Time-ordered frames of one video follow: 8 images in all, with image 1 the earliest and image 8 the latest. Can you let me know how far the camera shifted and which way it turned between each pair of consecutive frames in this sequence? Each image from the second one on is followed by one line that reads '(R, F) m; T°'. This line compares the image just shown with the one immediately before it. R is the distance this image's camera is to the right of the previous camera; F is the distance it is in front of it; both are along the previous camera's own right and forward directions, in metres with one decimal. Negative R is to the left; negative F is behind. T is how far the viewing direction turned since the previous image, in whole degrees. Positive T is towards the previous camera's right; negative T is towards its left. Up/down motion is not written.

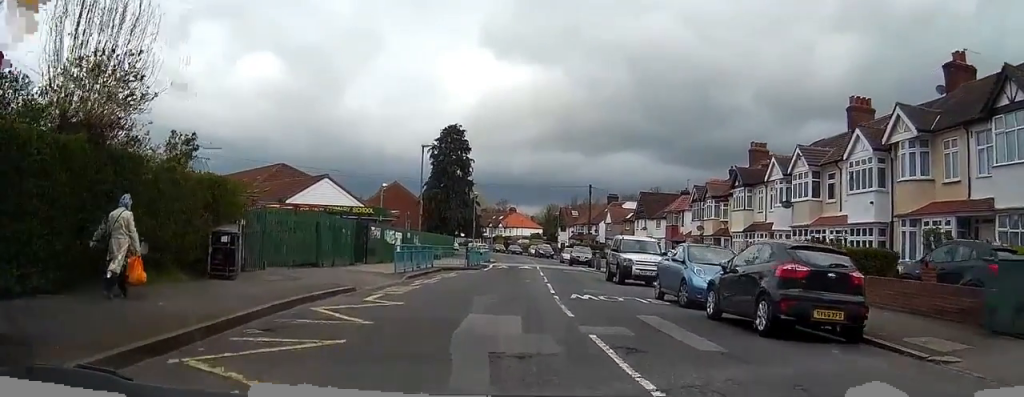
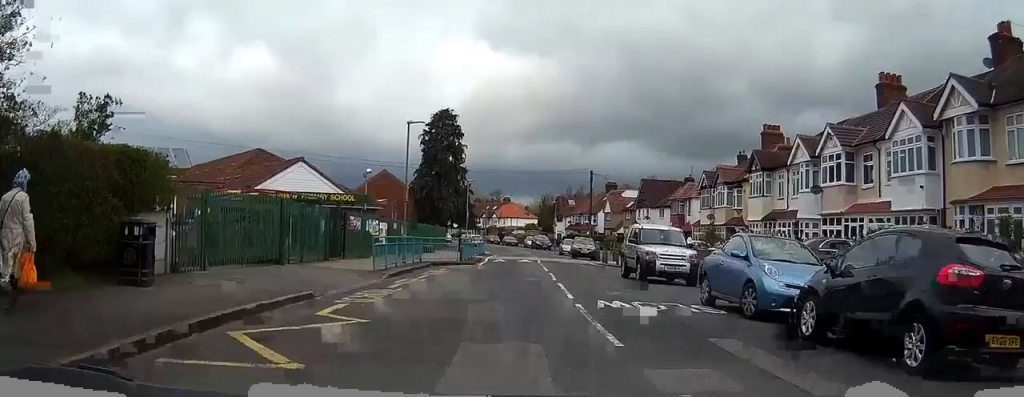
(-0.1, +3.8) m; -1°
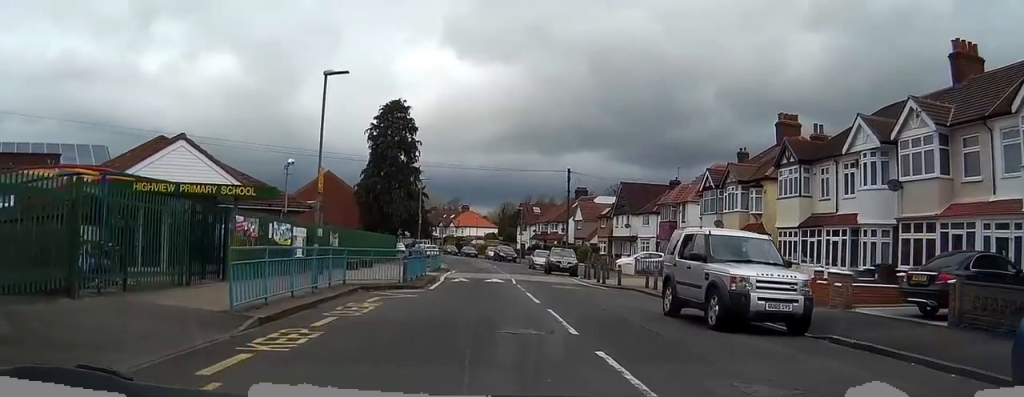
(+0.5, +9.9) m; +8°
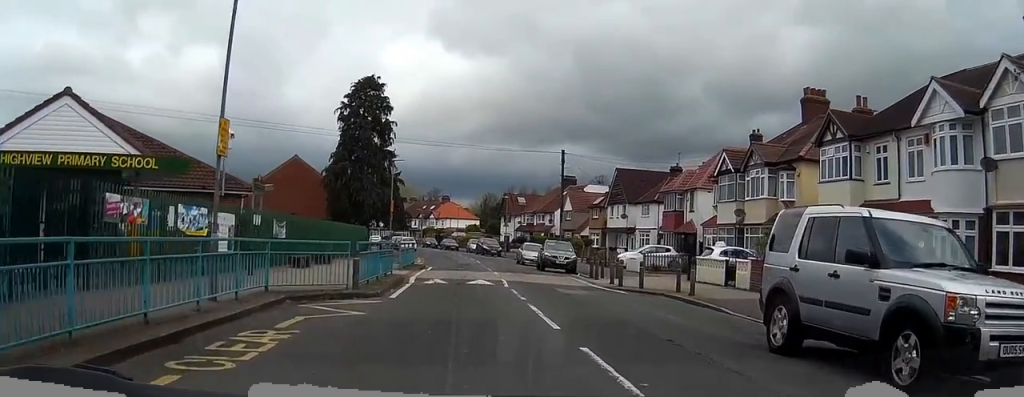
(+0.3, +6.5) m; +3°
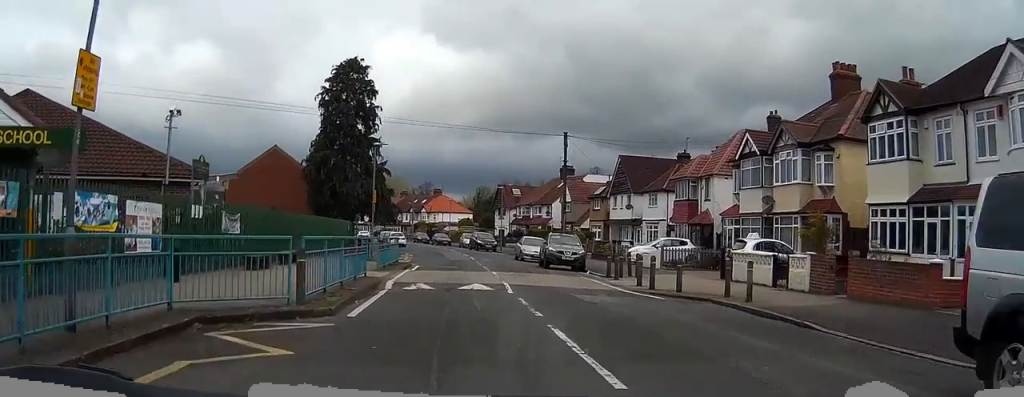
(+0.1, +4.7) m; +1°
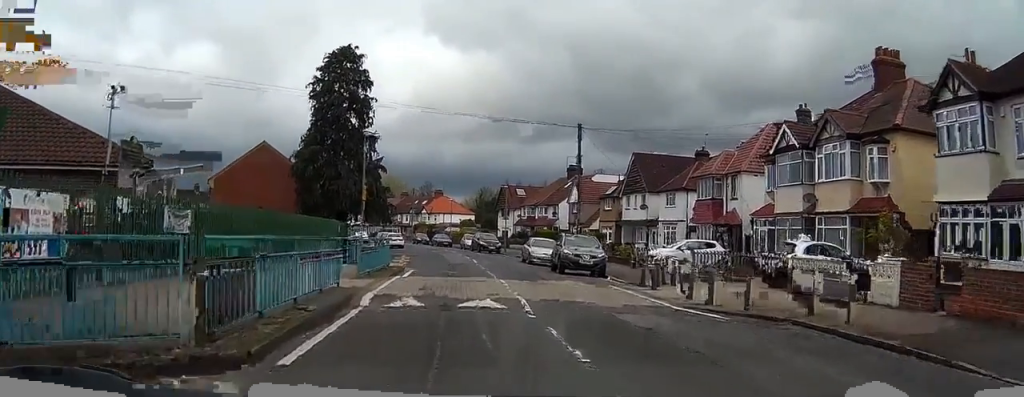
(0.0, +4.6) m; +1°
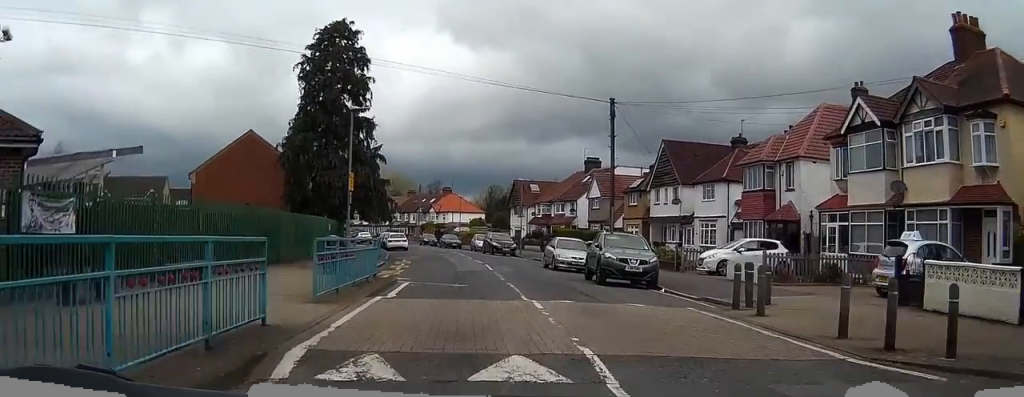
(+0.1, +6.4) m; -2°
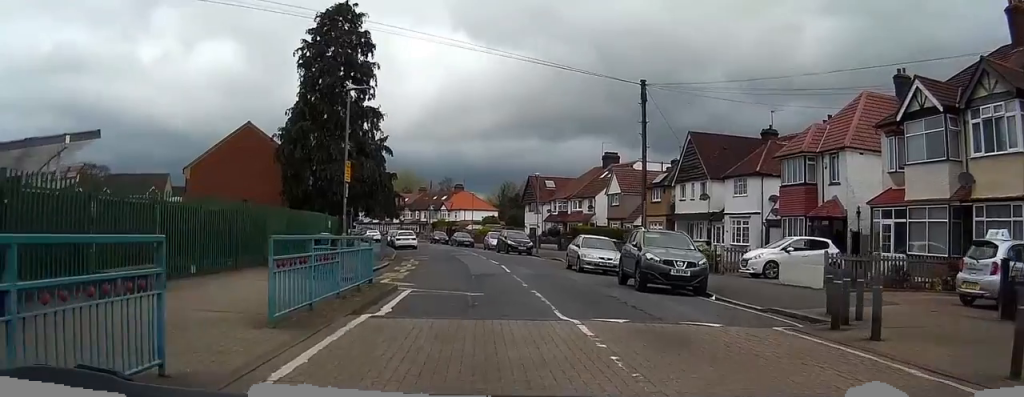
(-0.2, +2.7) m; -3°
